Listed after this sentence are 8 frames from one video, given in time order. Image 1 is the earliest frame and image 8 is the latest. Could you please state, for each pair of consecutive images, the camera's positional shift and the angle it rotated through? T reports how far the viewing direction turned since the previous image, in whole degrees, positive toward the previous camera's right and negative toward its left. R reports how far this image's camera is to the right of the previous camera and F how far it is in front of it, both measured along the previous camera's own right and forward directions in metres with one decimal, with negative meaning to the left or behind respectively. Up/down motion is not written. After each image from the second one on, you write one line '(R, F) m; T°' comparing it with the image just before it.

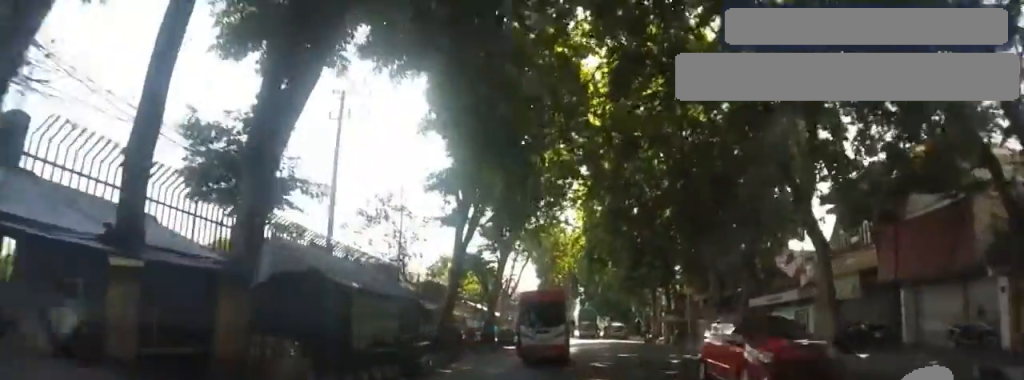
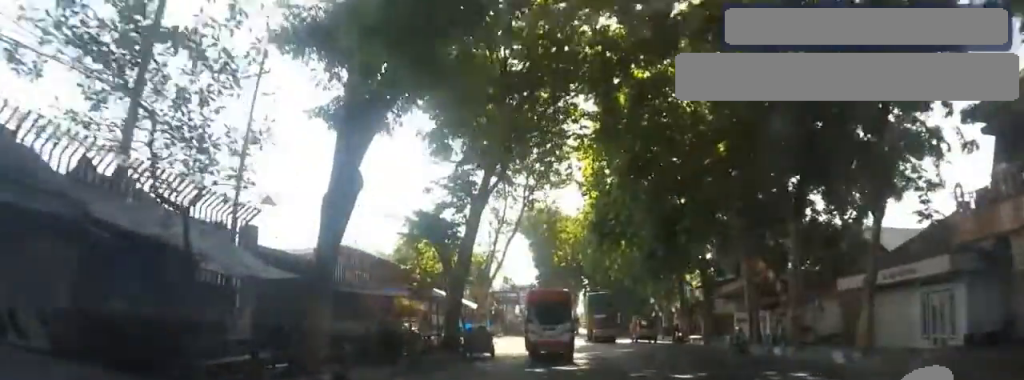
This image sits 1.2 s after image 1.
(0.0, +10.4) m; -5°
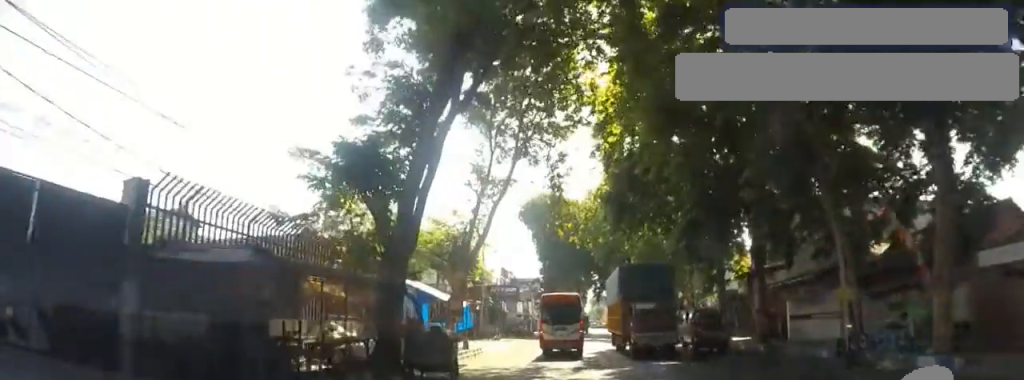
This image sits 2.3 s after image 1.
(-0.8, +7.6) m; +4°
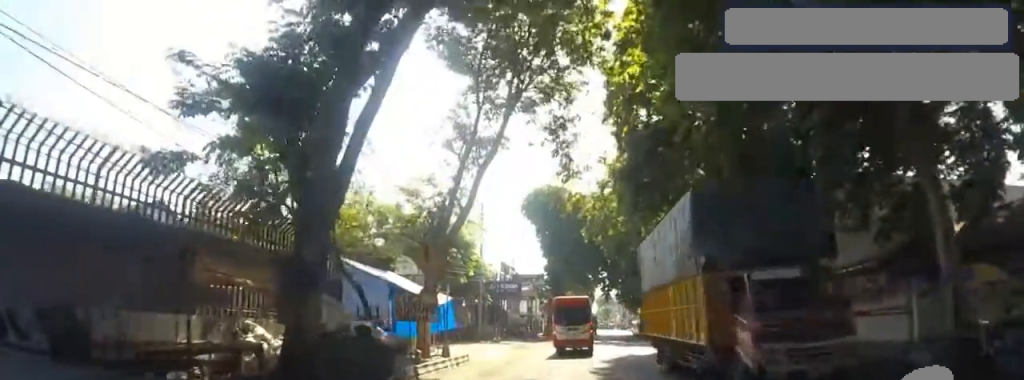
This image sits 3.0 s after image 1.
(+0.8, +3.8) m; +1°
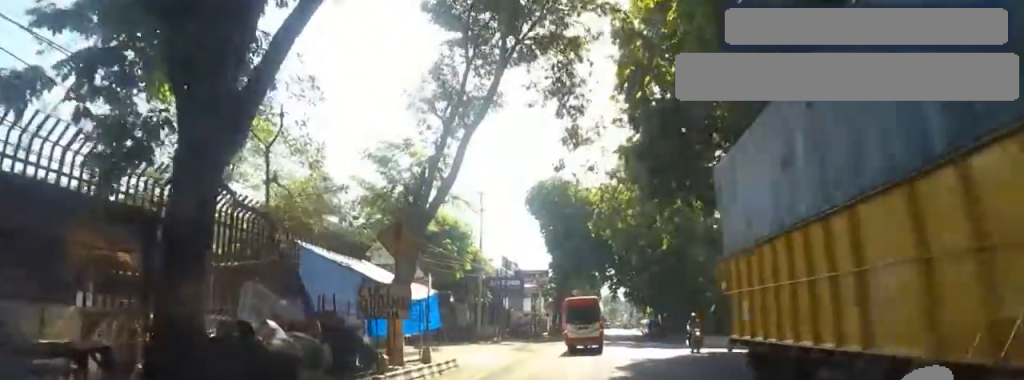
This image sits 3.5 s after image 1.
(+0.5, +2.5) m; -1°
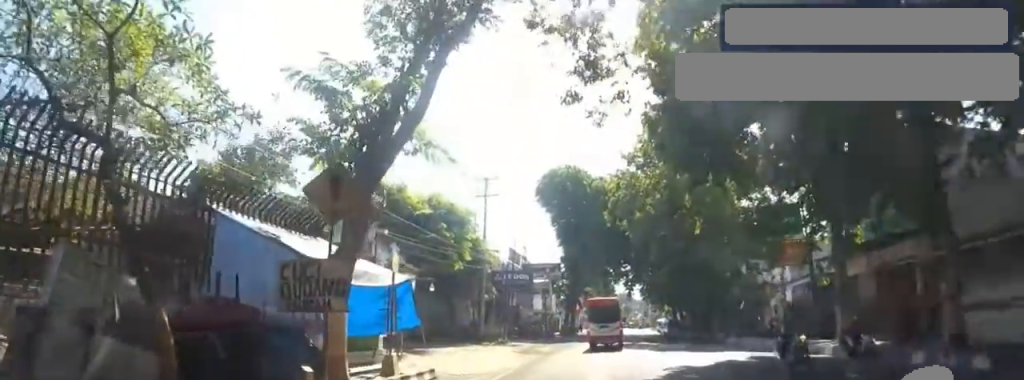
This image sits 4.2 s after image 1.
(-1.0, +3.3) m; -13°
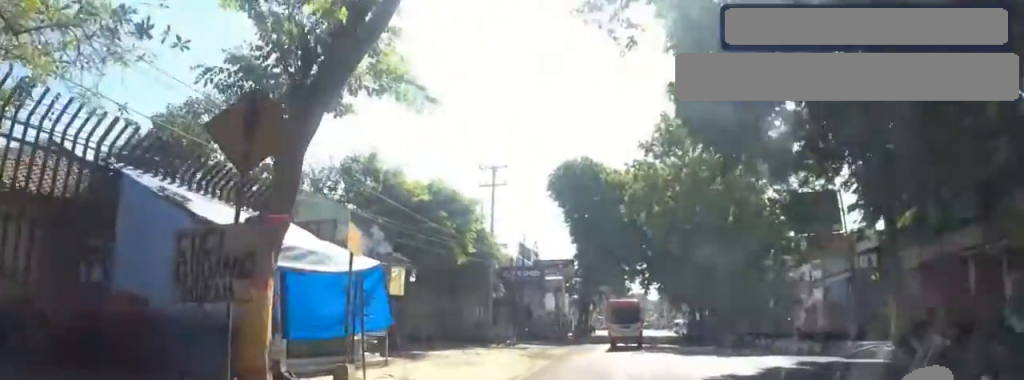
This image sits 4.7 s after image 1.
(-0.2, +2.3) m; -4°
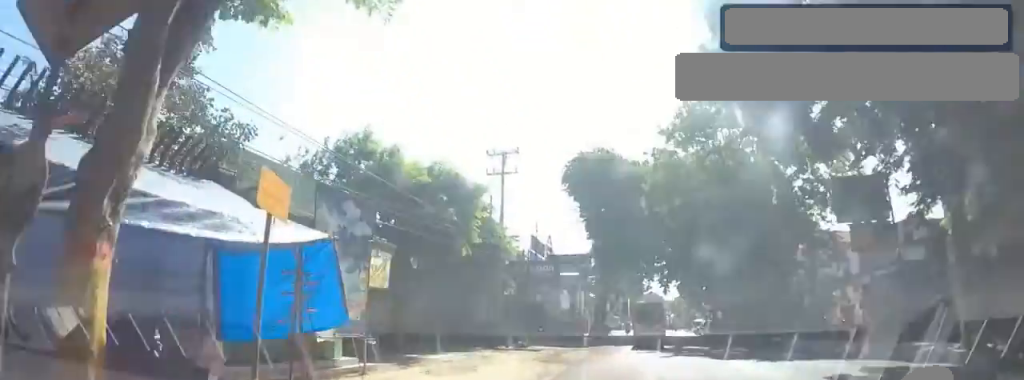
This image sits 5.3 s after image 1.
(0.0, +2.2) m; 0°
